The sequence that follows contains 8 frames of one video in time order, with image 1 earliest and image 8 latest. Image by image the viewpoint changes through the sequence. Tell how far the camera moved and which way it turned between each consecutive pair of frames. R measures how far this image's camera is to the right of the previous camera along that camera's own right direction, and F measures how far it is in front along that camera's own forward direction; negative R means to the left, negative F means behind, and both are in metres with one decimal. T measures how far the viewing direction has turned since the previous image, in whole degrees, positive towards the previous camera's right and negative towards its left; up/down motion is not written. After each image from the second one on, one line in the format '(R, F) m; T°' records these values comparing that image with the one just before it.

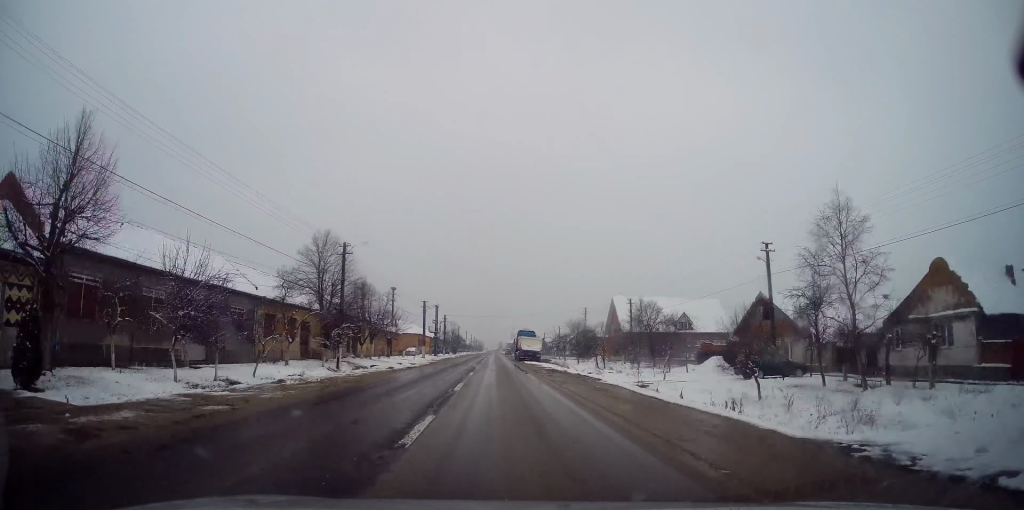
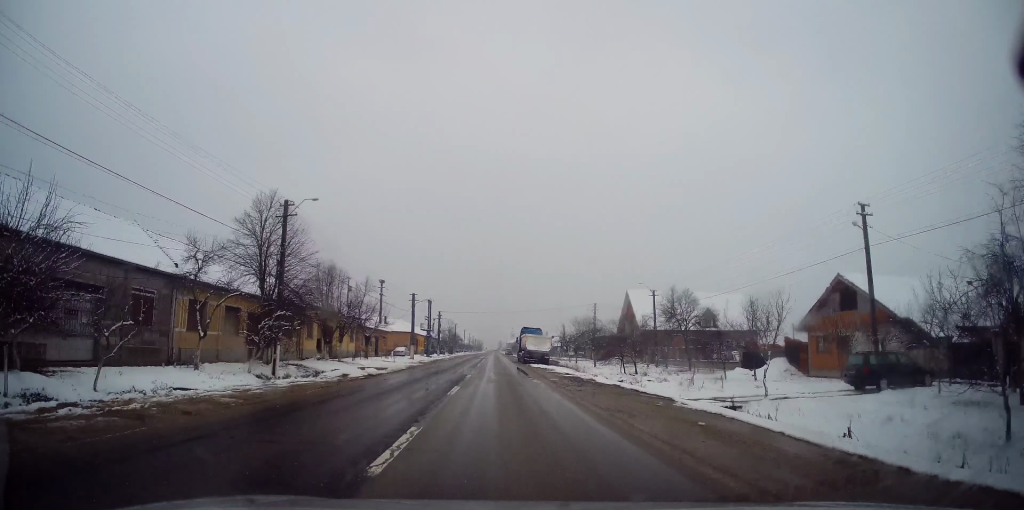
(+0.3, +10.4) m; 0°
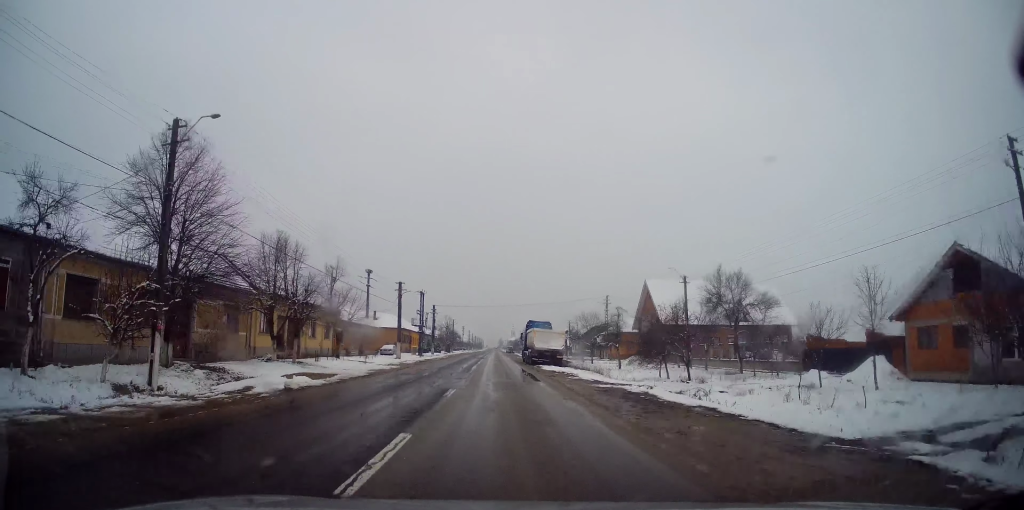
(+0.1, +9.9) m; 0°
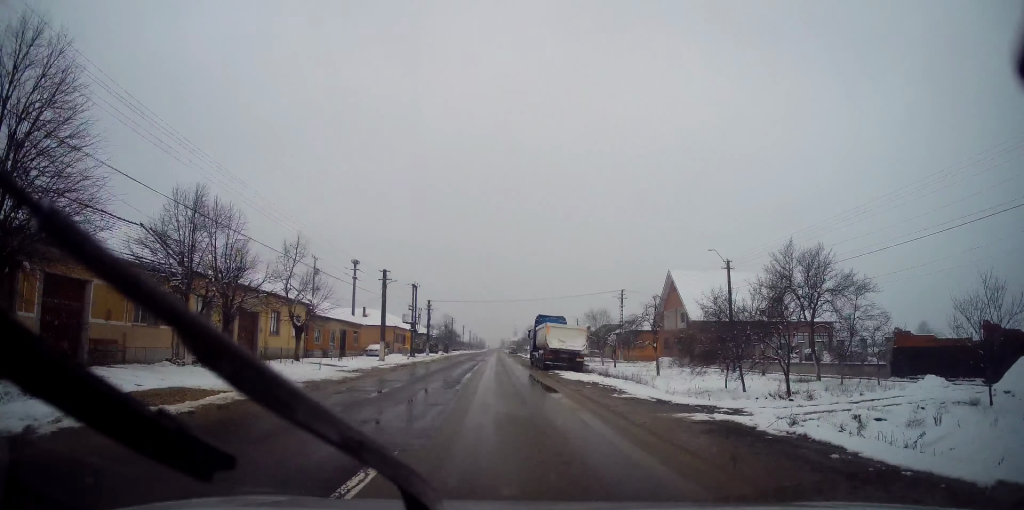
(-0.3, +9.3) m; 0°
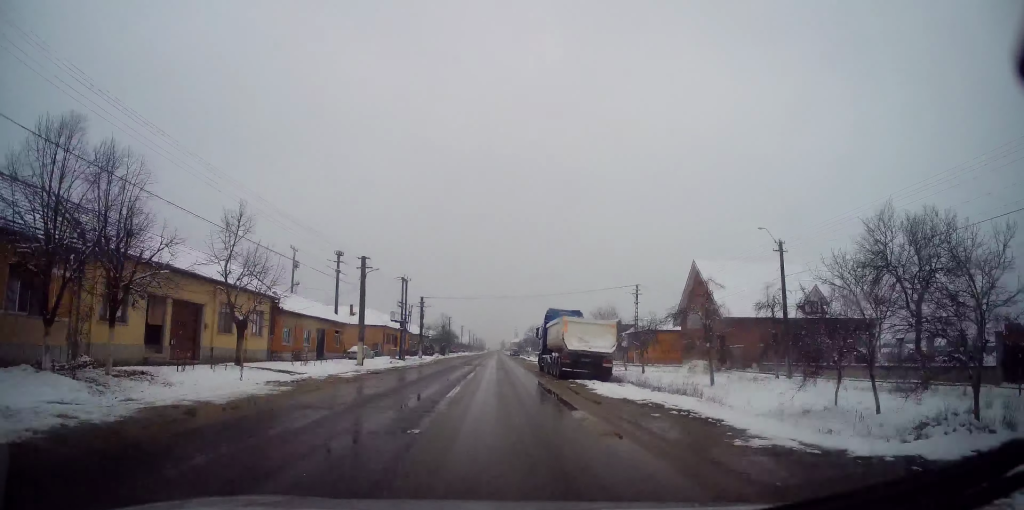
(-0.1, +8.2) m; 0°
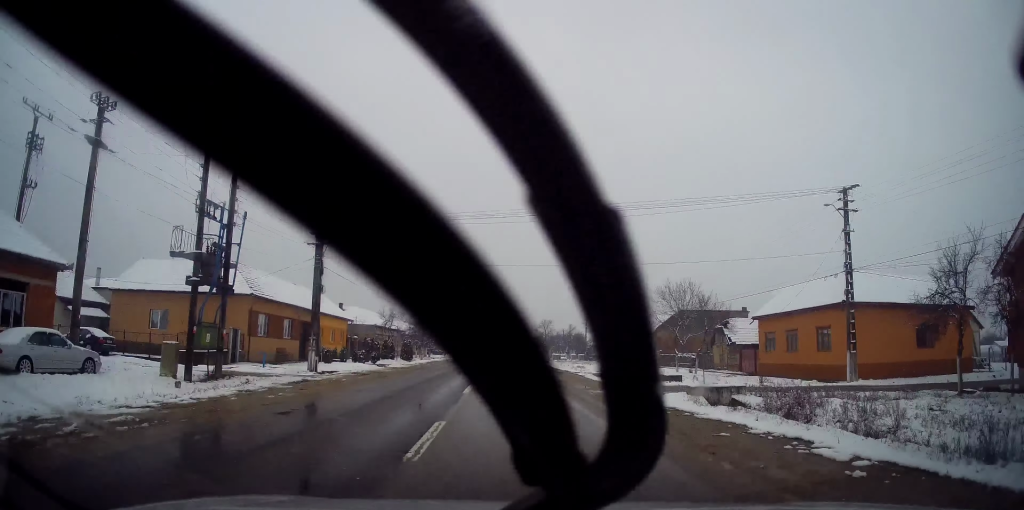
(-0.5, +43.8) m; -1°
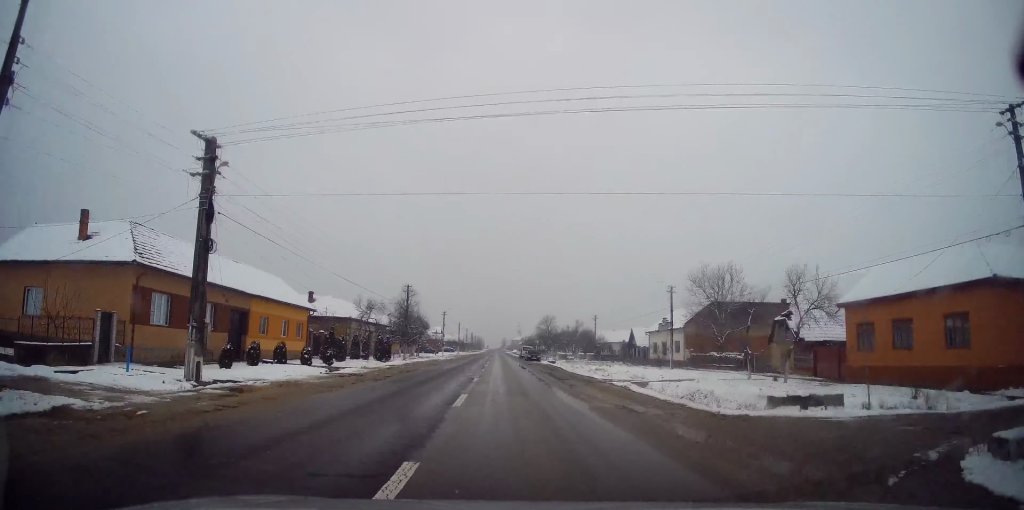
(+0.2, +12.3) m; +1°
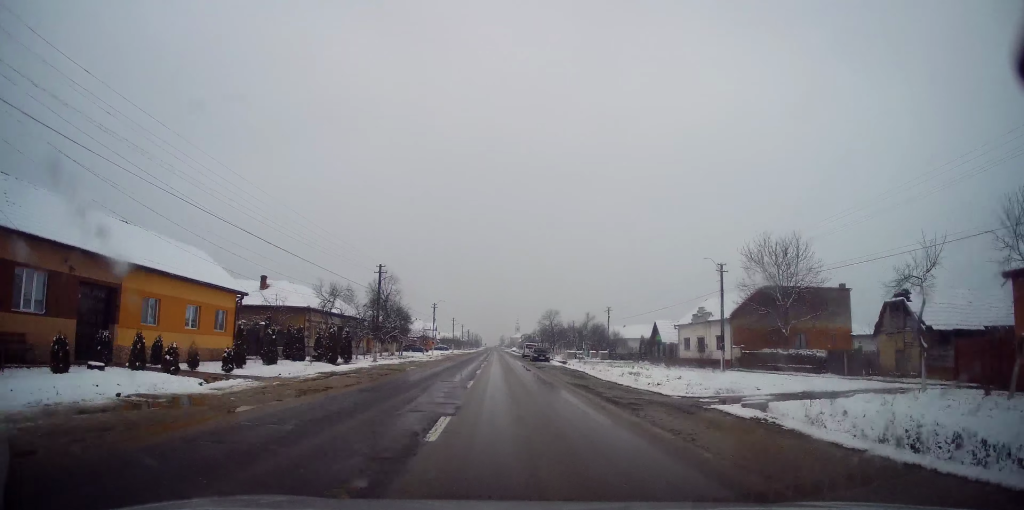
(+0.3, +13.4) m; 0°
